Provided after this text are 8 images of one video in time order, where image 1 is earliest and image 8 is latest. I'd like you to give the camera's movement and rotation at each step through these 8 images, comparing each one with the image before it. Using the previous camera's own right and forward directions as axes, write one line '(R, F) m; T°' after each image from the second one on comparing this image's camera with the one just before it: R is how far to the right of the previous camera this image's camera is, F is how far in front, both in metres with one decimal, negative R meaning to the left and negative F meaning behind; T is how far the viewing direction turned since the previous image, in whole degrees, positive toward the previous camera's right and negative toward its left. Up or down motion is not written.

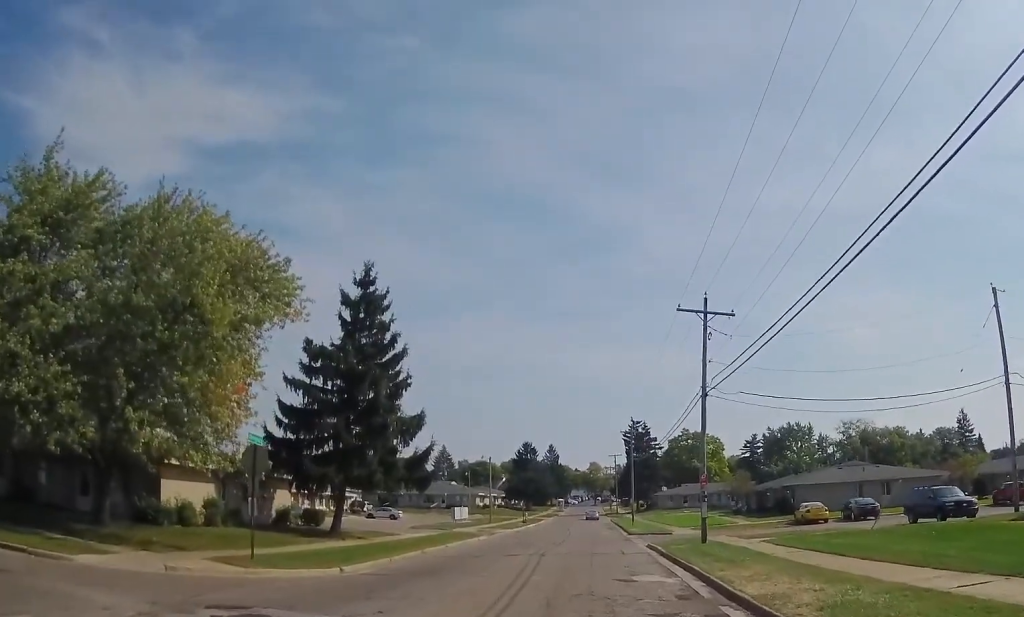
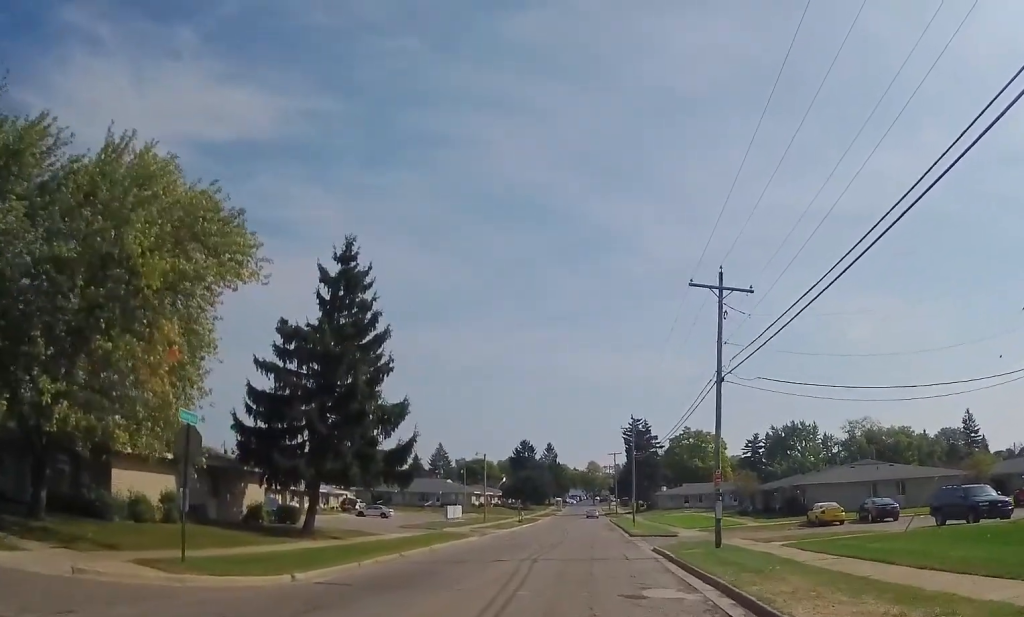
(-0.3, +2.9) m; -3°
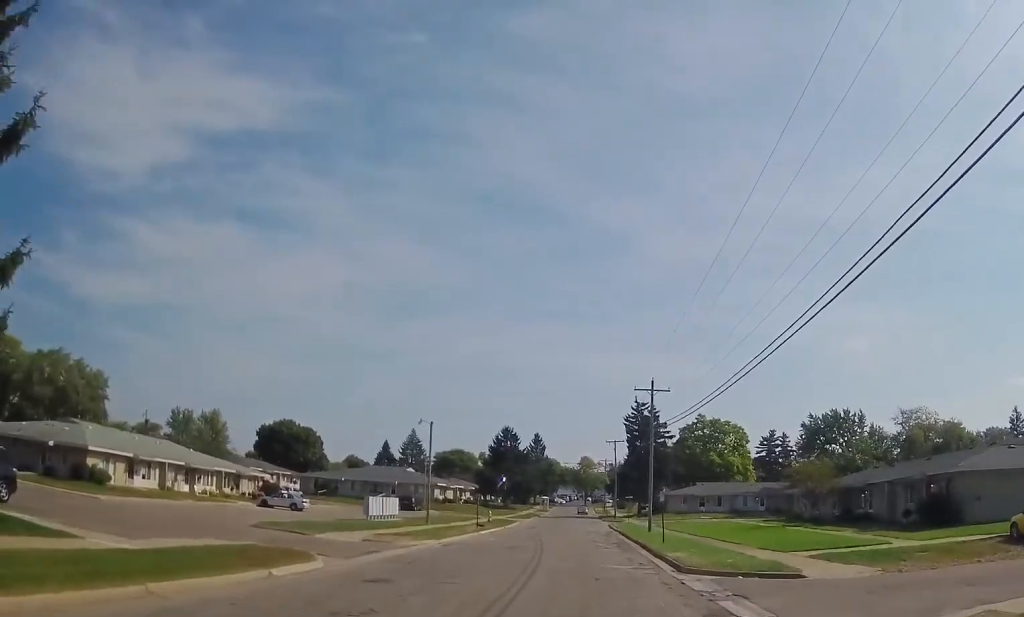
(+0.1, +23.0) m; 0°
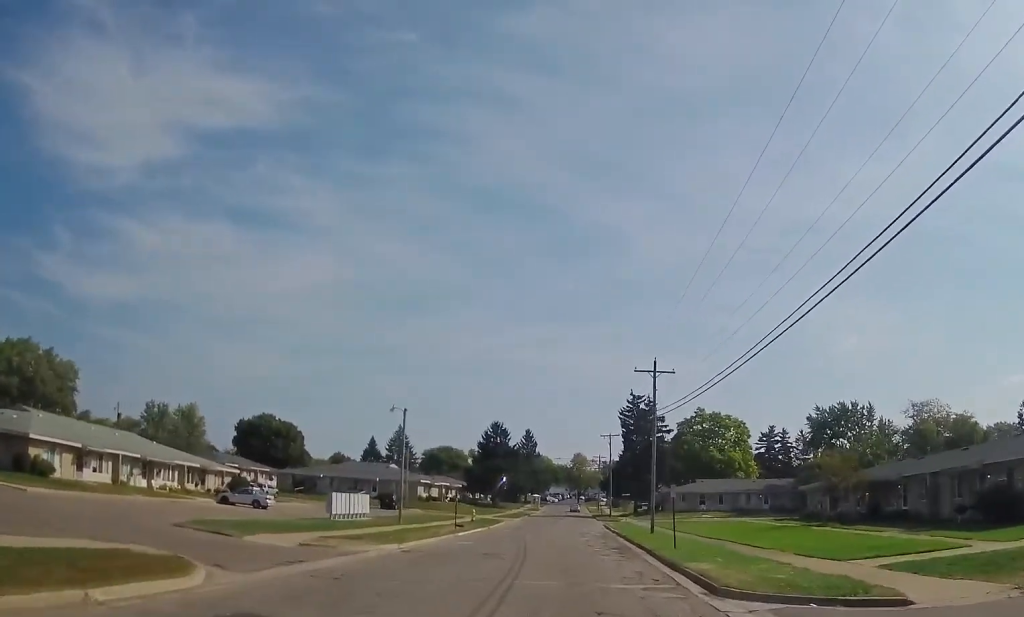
(0.0, +6.1) m; -2°
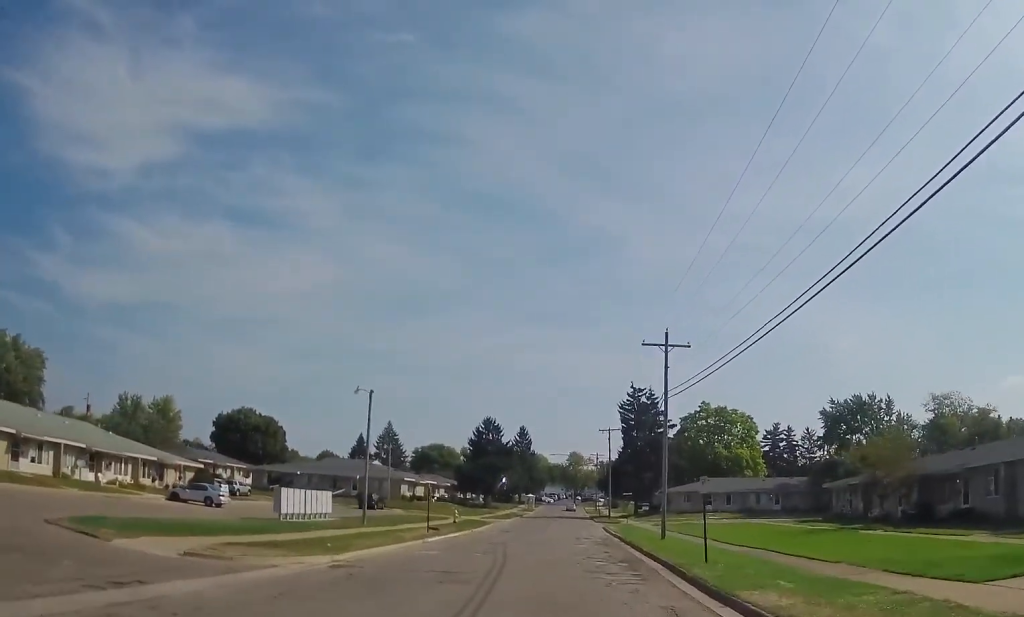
(-0.1, +7.0) m; -1°
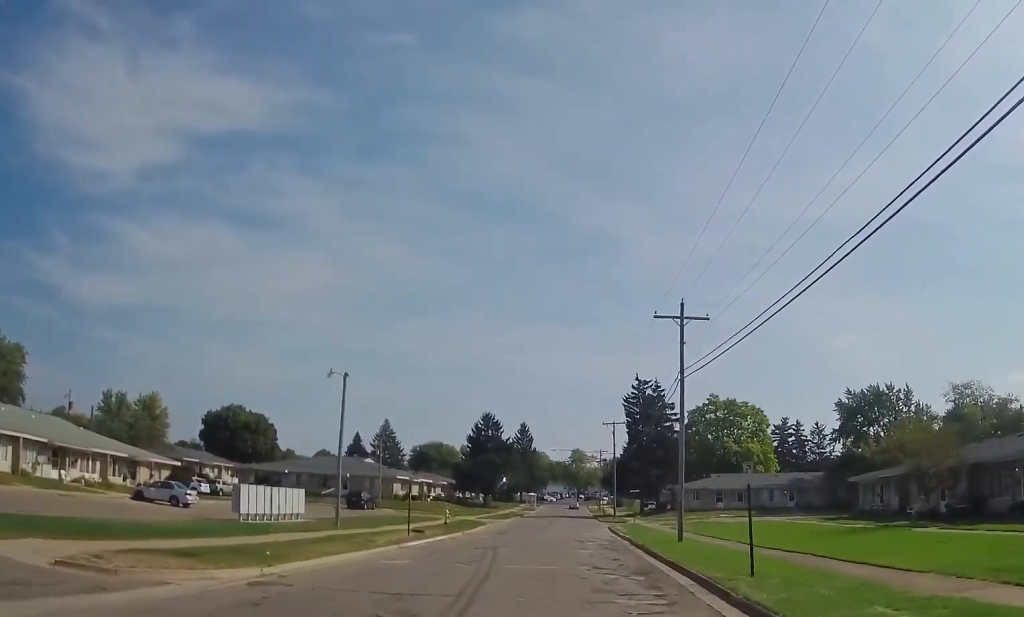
(-0.2, +4.8) m; 0°
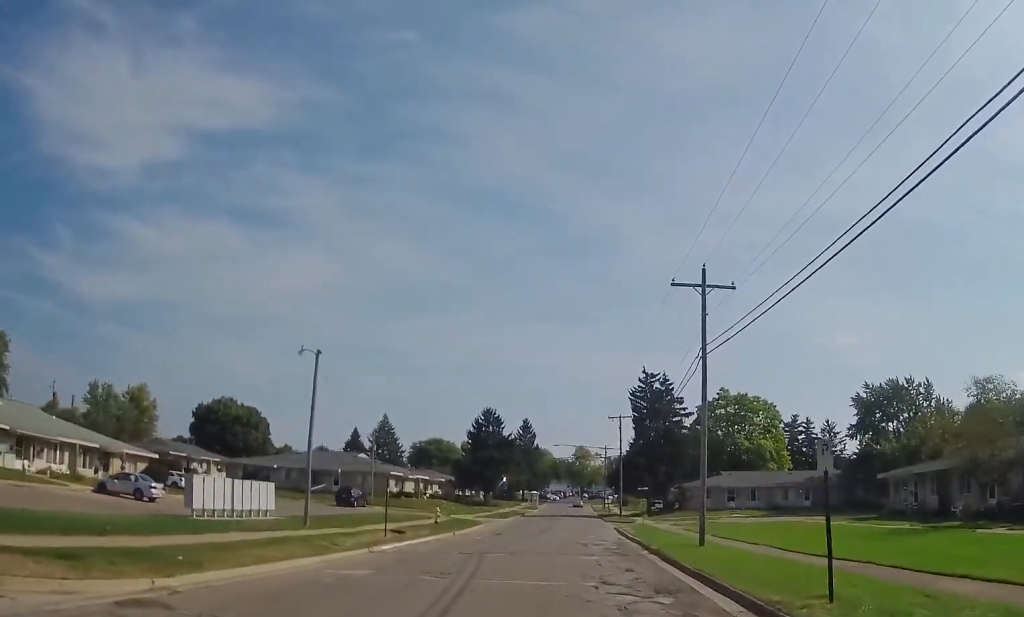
(+0.1, +4.4) m; +1°
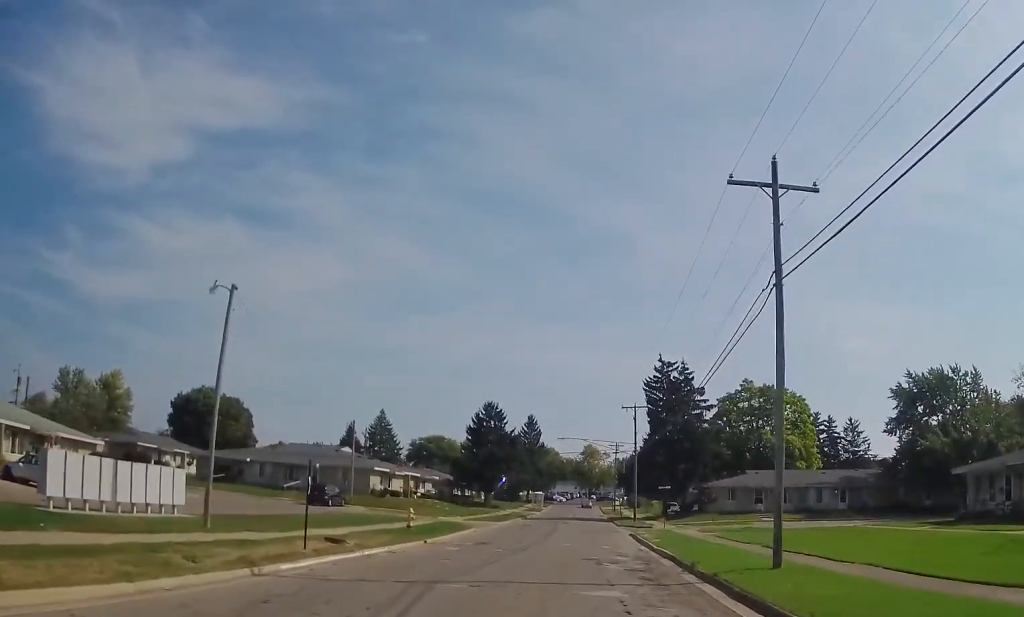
(+0.4, +9.0) m; +2°
